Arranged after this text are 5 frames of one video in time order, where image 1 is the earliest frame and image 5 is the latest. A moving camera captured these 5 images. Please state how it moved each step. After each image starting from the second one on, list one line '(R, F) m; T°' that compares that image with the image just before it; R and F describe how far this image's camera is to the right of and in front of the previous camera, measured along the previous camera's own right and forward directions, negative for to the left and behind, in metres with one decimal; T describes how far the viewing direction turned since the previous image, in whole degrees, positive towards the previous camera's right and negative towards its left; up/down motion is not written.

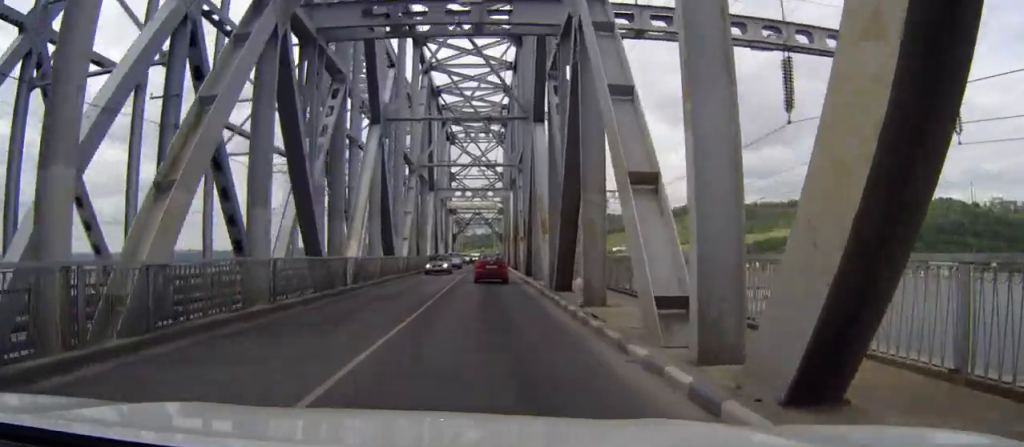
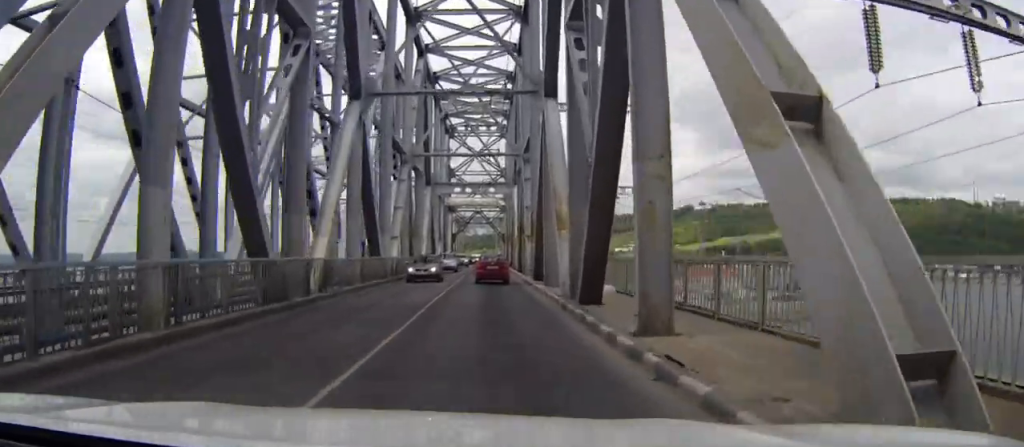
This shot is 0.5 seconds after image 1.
(+0.2, +6.7) m; 0°
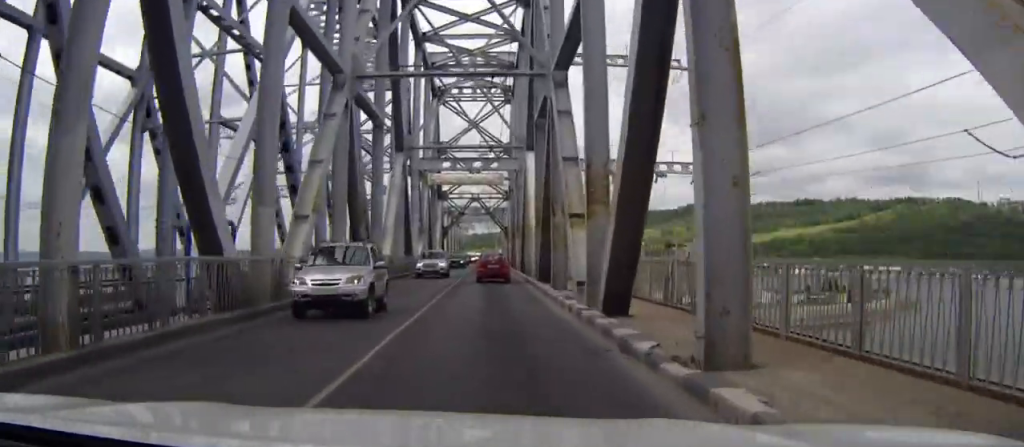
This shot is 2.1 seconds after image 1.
(-0.8, +23.8) m; -3°
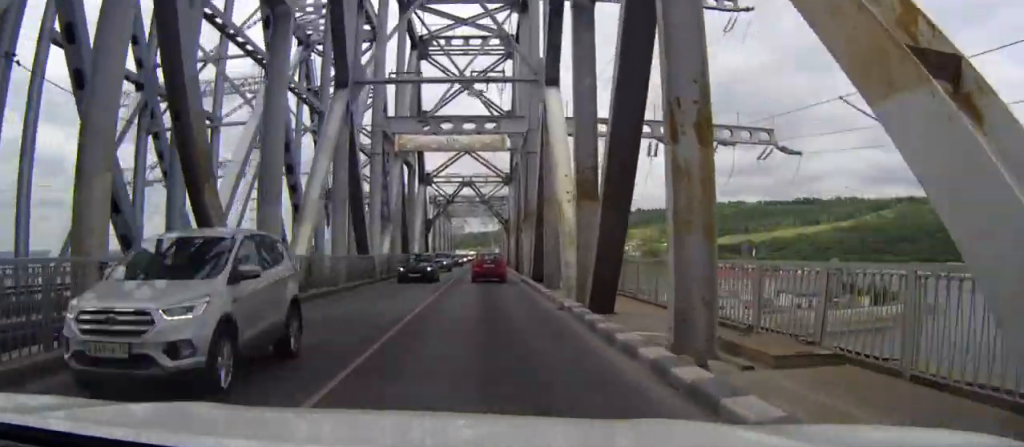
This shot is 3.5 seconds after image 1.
(-0.1, +18.0) m; -1°
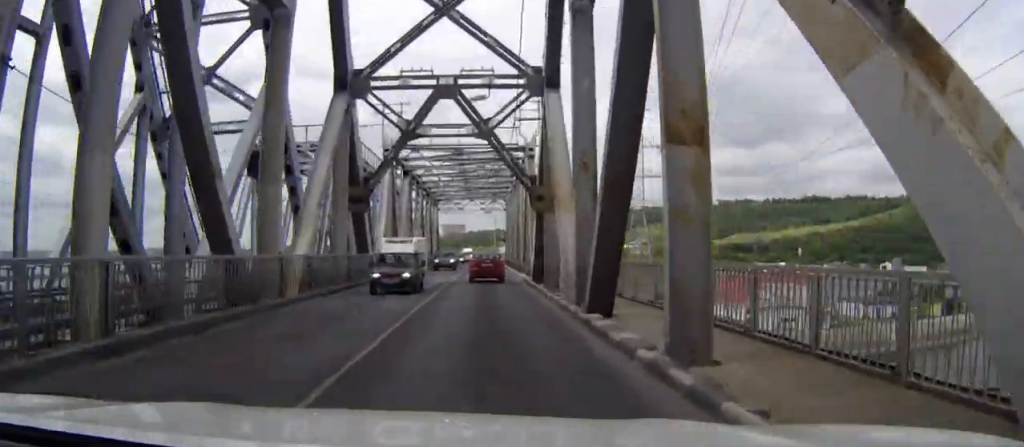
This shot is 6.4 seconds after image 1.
(+0.6, +39.2) m; +1°
